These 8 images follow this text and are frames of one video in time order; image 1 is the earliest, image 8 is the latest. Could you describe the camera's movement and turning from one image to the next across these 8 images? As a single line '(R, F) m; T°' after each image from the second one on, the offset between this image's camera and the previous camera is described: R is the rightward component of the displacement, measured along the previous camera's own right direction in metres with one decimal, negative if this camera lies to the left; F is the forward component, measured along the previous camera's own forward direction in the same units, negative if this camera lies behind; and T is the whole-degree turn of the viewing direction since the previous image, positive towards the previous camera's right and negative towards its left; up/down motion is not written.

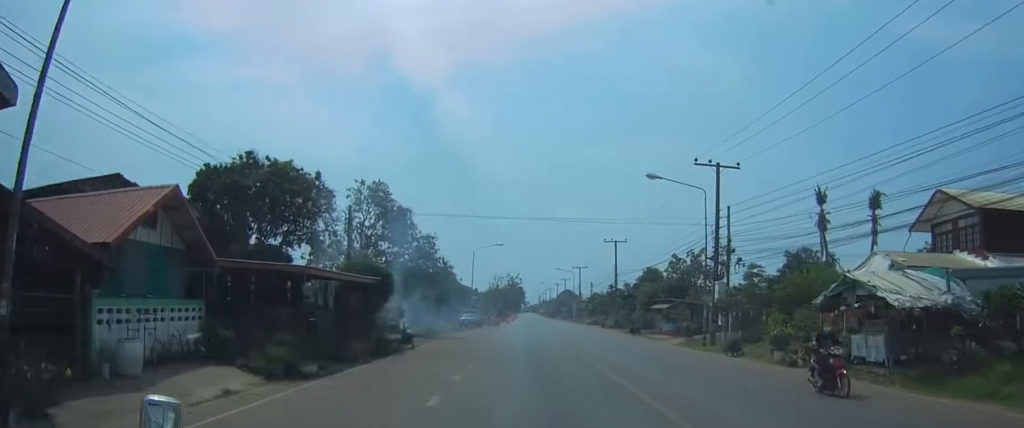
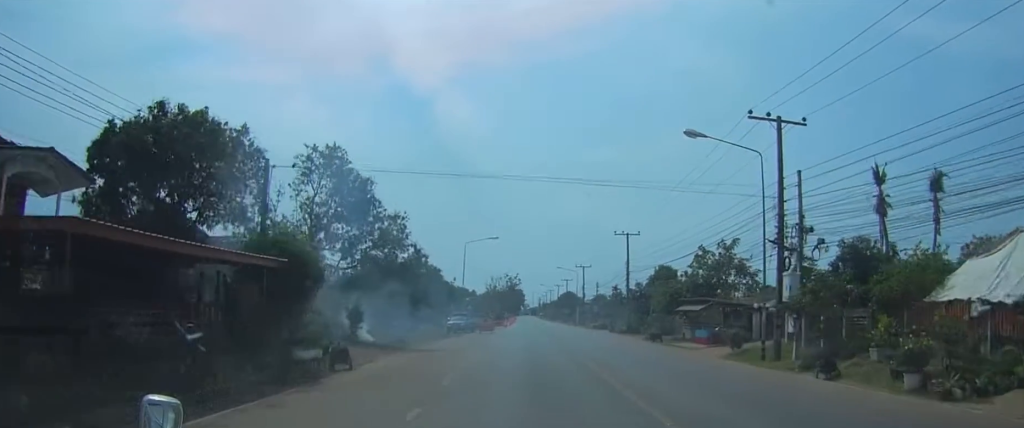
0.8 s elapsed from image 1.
(0.0, +8.3) m; 0°
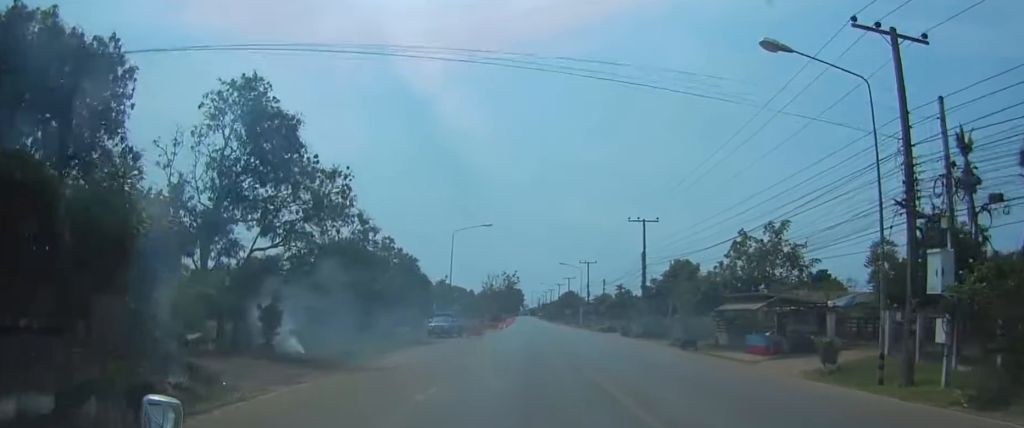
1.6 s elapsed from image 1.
(0.0, +9.0) m; 0°
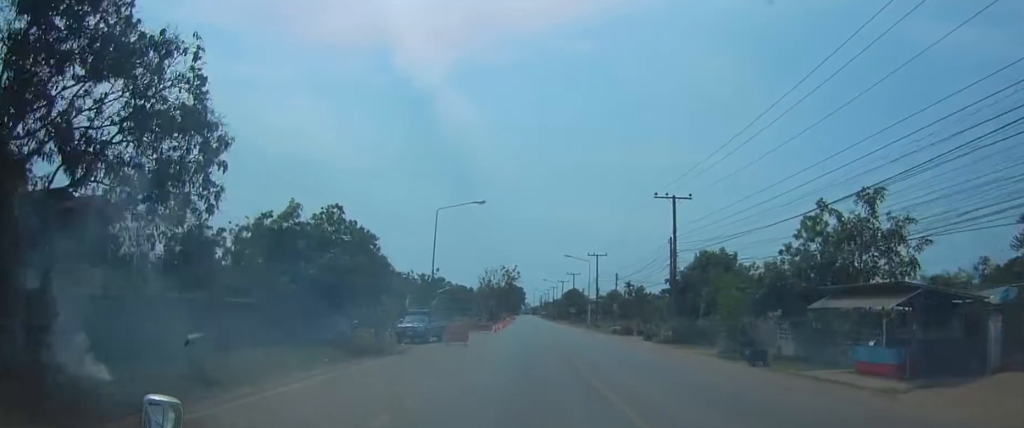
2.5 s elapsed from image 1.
(+0.1, +10.8) m; 0°
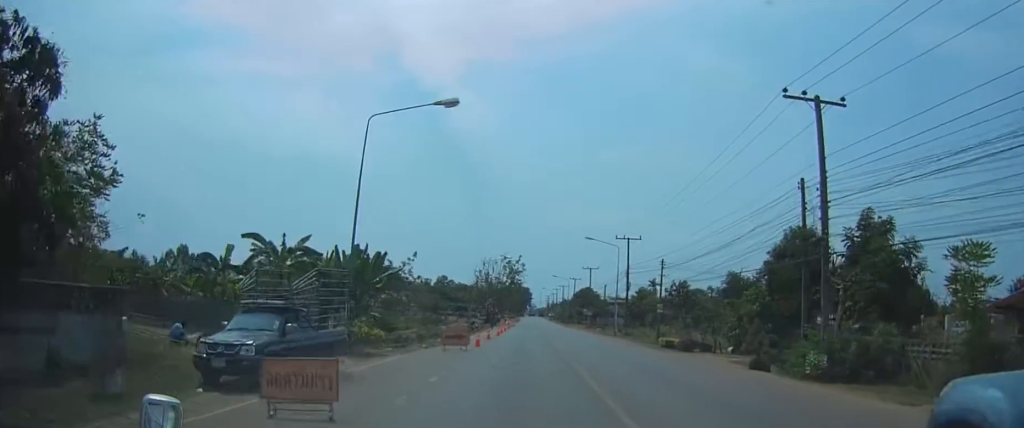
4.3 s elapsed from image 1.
(0.0, +22.6) m; 0°
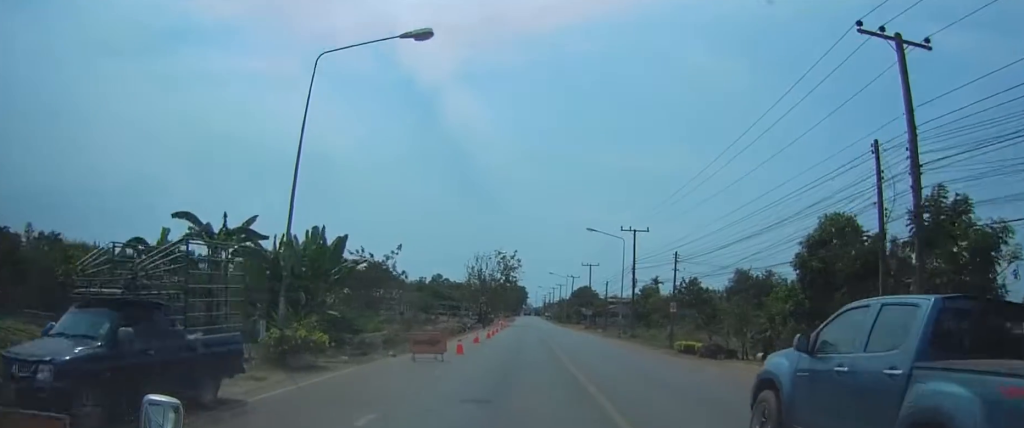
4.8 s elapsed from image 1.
(-0.1, +6.3) m; 0°
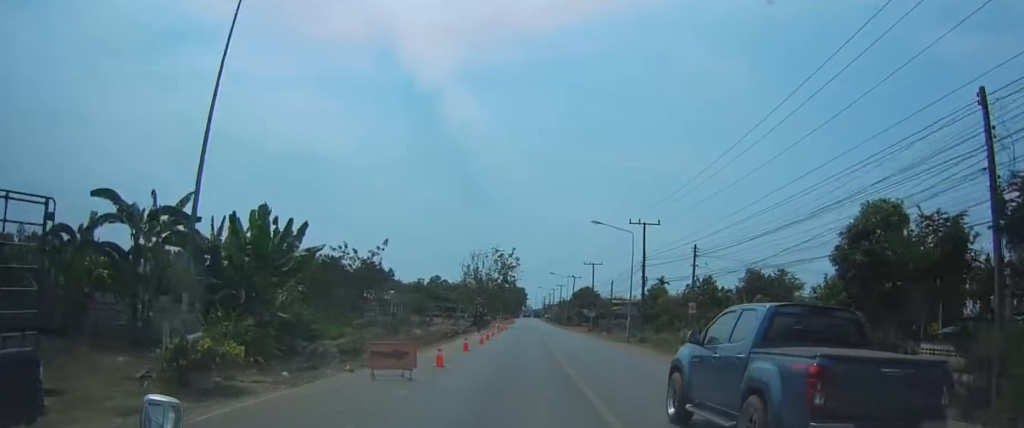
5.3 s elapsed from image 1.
(0.0, +5.4) m; 0°
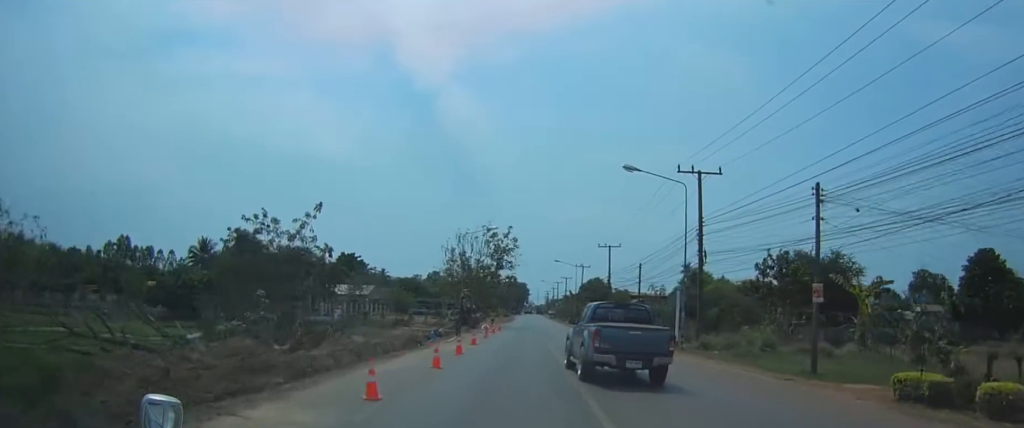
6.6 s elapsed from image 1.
(-0.1, +17.6) m; 0°
